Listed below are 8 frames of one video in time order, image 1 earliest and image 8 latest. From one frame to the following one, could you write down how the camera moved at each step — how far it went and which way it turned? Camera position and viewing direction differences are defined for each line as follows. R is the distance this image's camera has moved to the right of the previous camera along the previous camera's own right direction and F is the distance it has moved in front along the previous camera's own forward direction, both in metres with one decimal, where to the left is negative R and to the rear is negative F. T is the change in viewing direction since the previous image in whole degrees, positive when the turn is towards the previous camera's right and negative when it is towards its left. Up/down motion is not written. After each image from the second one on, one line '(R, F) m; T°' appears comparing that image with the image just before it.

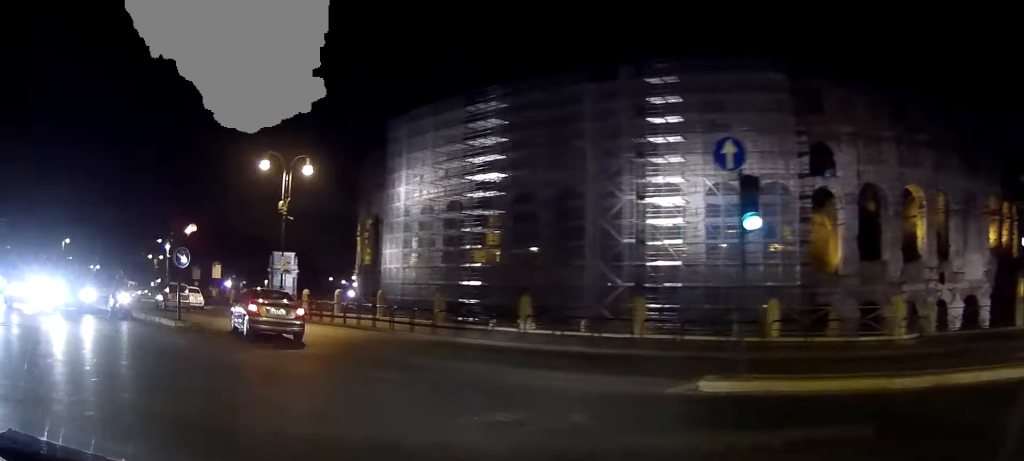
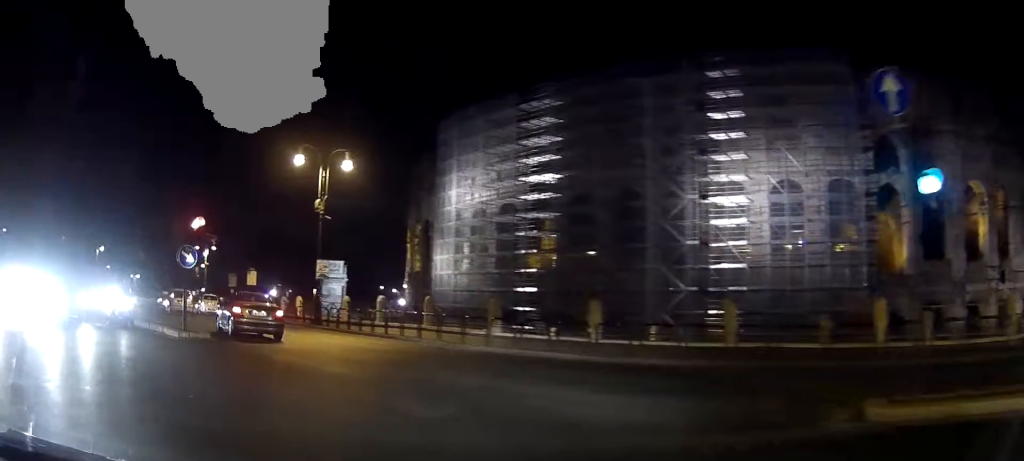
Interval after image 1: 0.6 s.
(-0.1, +3.5) m; -5°
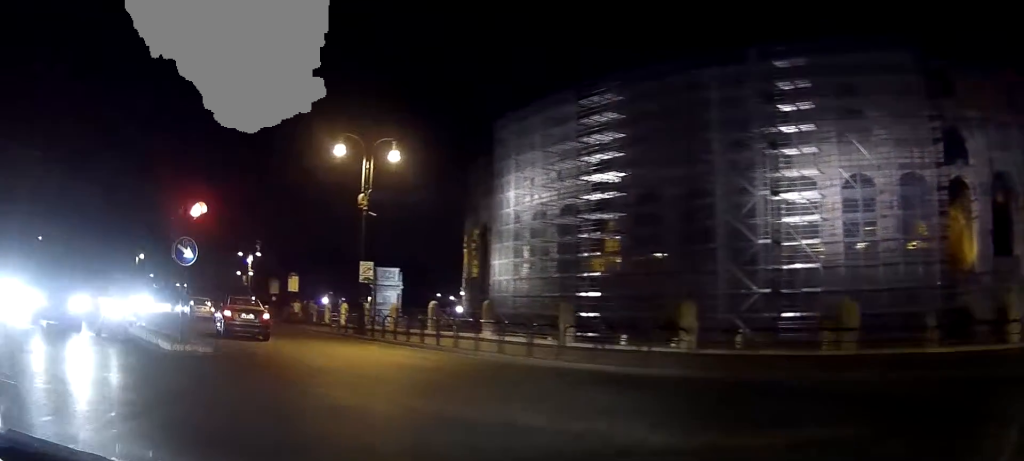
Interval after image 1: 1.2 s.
(-0.3, +3.9) m; -5°
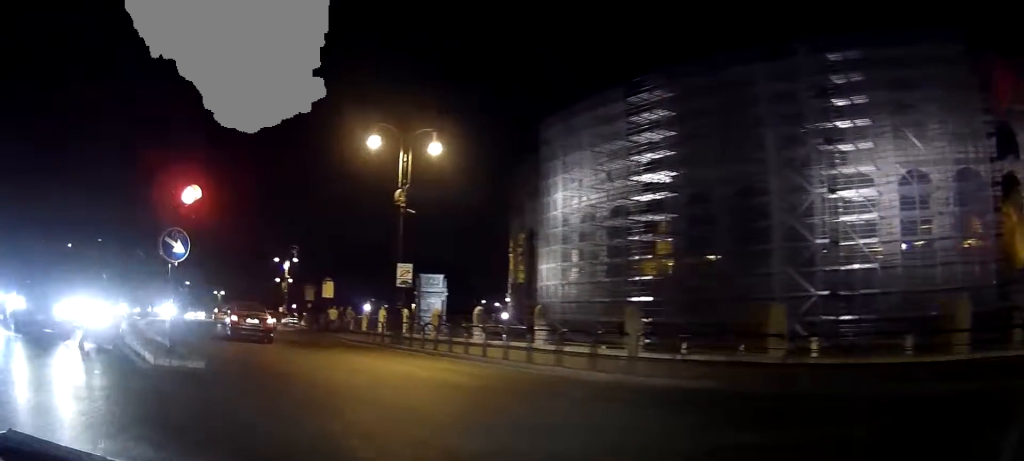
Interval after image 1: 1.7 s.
(-0.1, +2.9) m; -4°
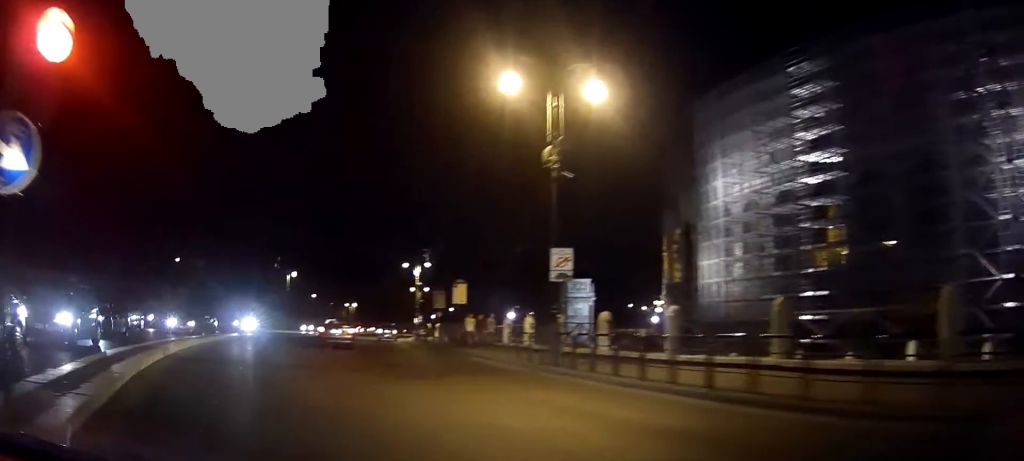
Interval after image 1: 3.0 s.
(-0.8, +8.7) m; -11°
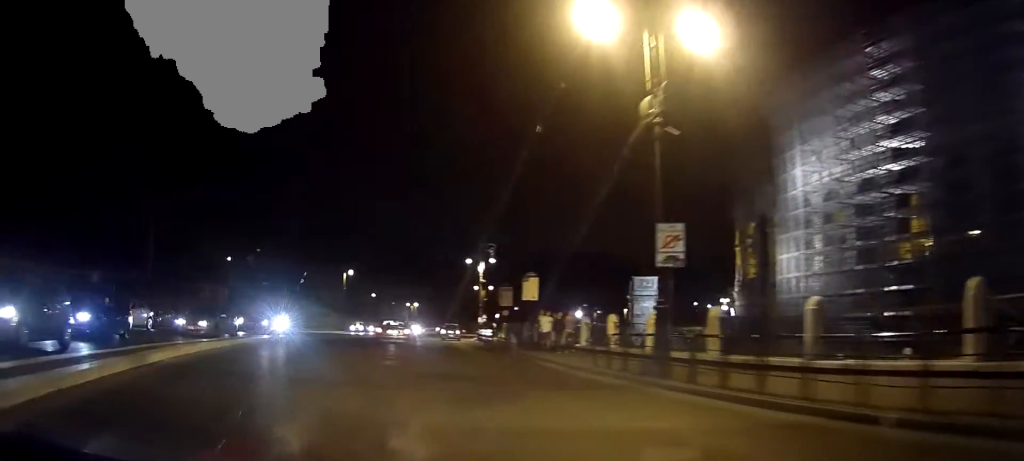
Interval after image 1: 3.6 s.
(-0.3, +4.6) m; -5°
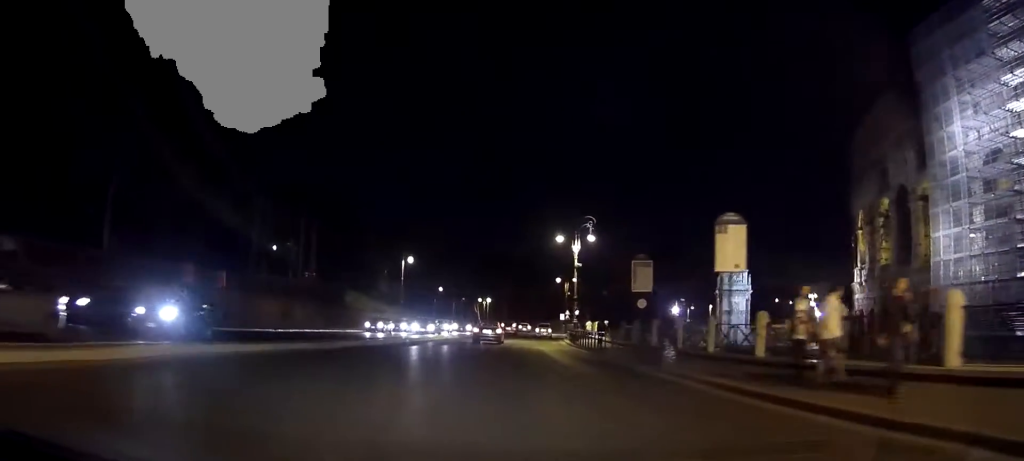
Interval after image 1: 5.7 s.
(-1.1, +16.4) m; -6°
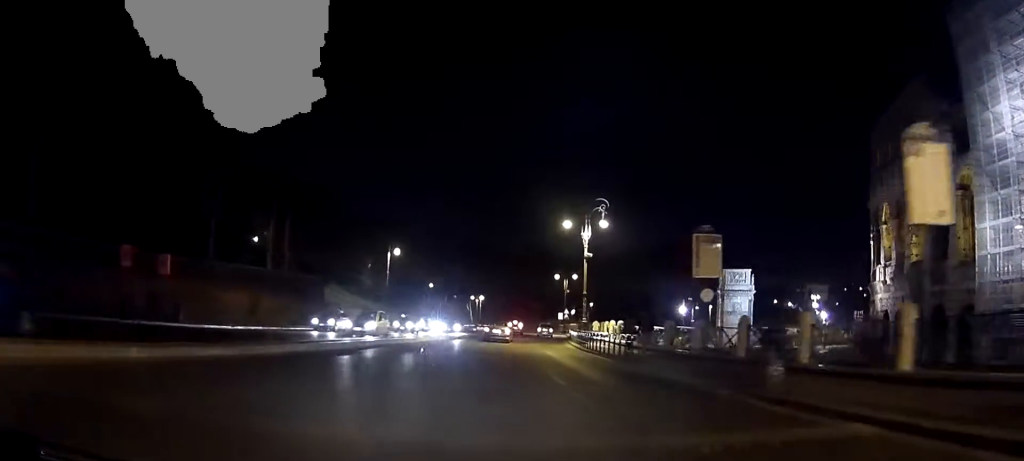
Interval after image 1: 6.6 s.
(-0.1, +7.5) m; +2°
